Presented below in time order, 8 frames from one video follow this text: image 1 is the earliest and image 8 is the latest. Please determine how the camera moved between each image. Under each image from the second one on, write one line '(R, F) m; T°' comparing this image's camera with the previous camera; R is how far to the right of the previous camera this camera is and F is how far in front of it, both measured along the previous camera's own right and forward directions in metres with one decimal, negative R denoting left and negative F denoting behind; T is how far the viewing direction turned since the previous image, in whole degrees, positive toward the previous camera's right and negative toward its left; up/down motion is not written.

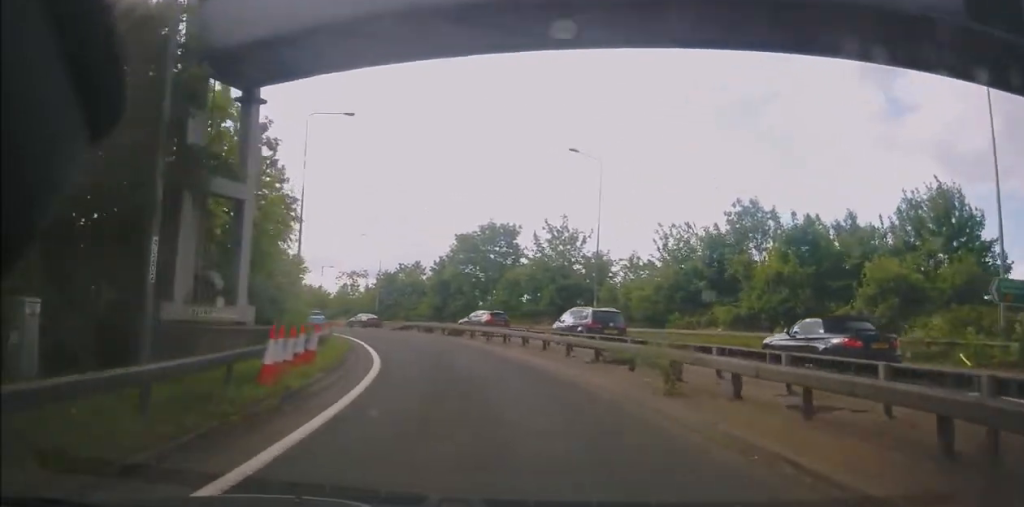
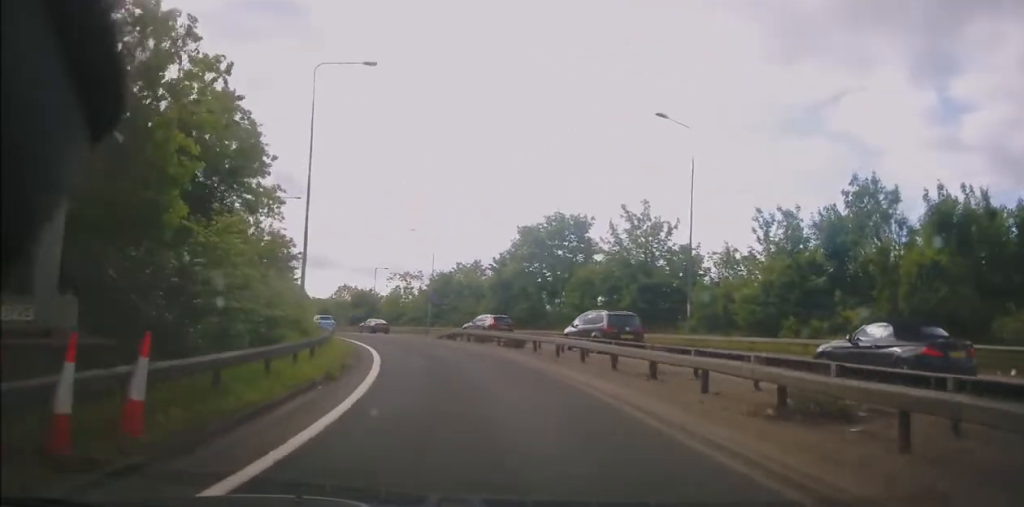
(0.0, +8.1) m; -5°
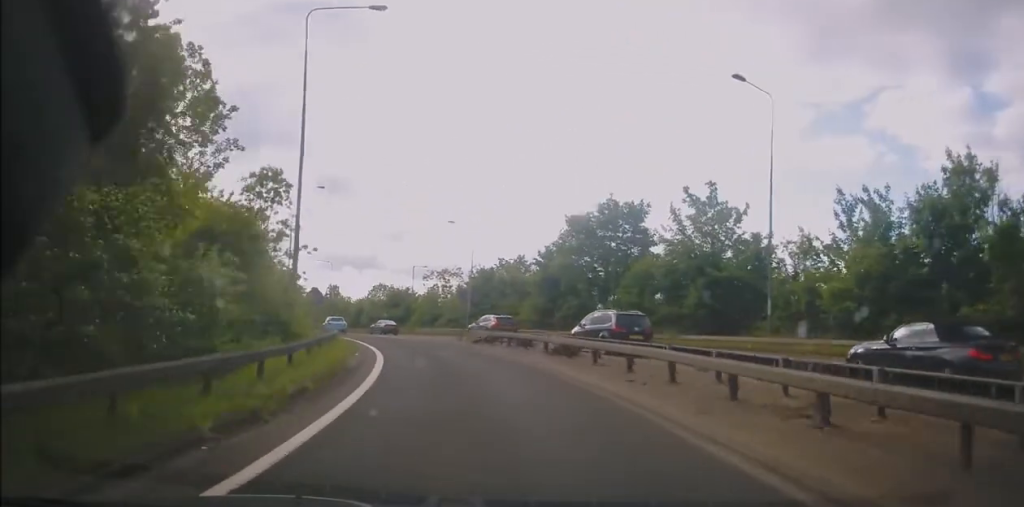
(-0.3, +5.5) m; -4°
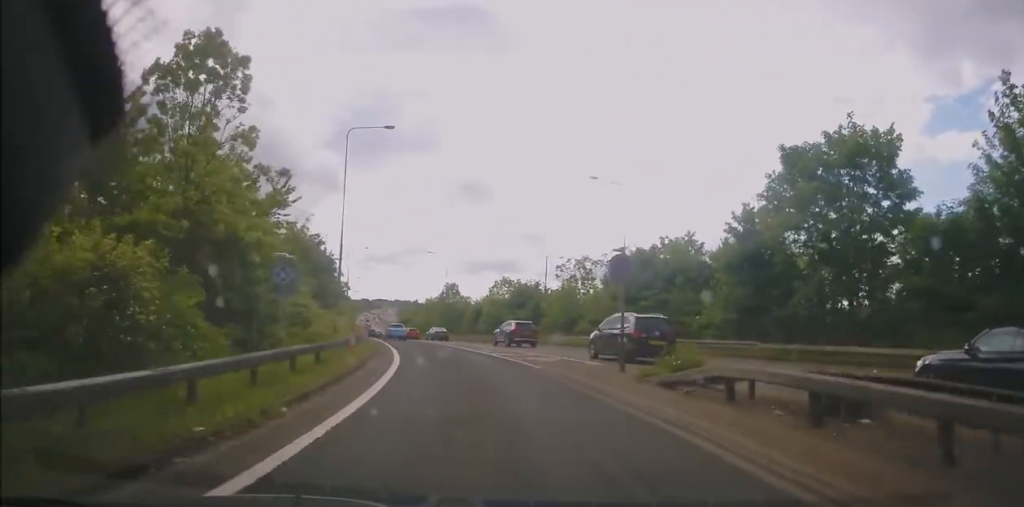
(-2.4, +18.0) m; -13°
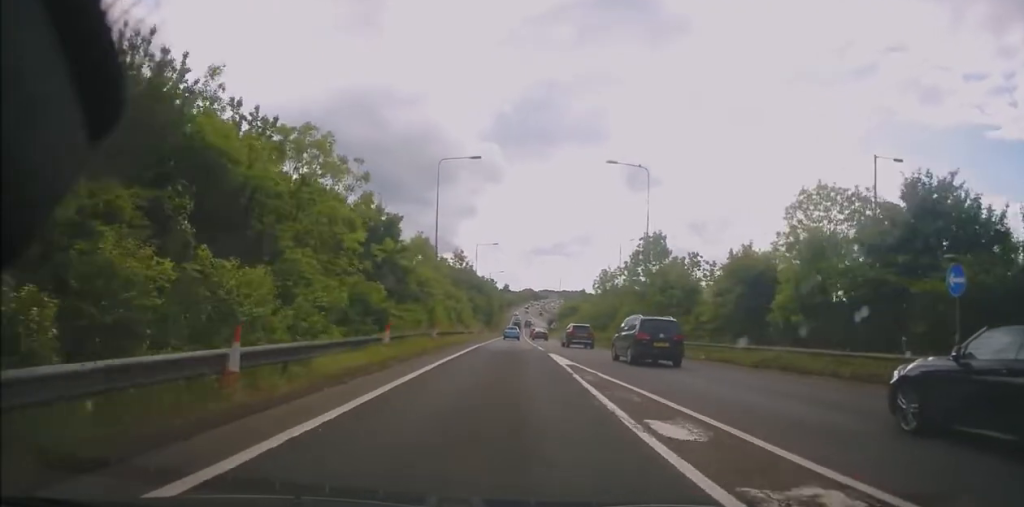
(-8.3, +42.7) m; -18°
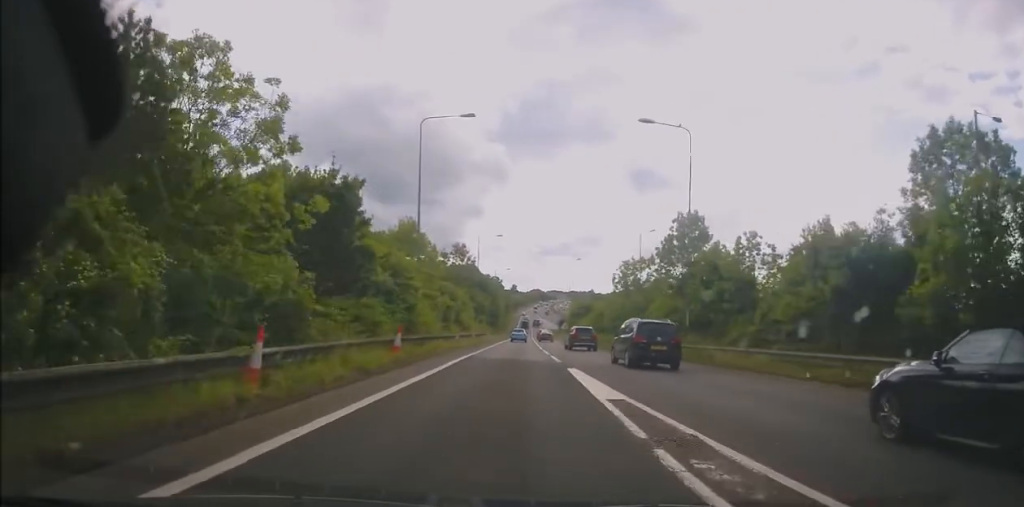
(-0.3, +8.5) m; -1°
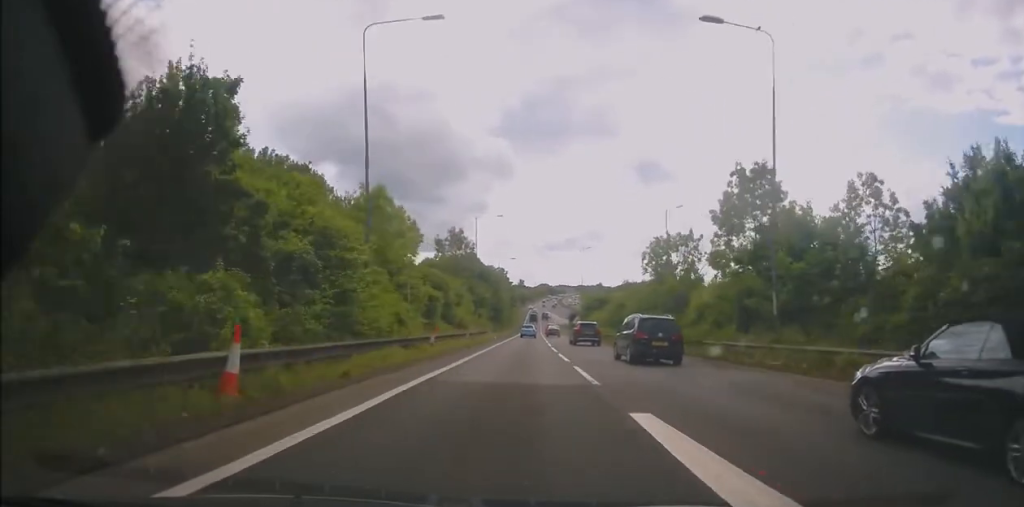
(-0.1, +10.2) m; -1°
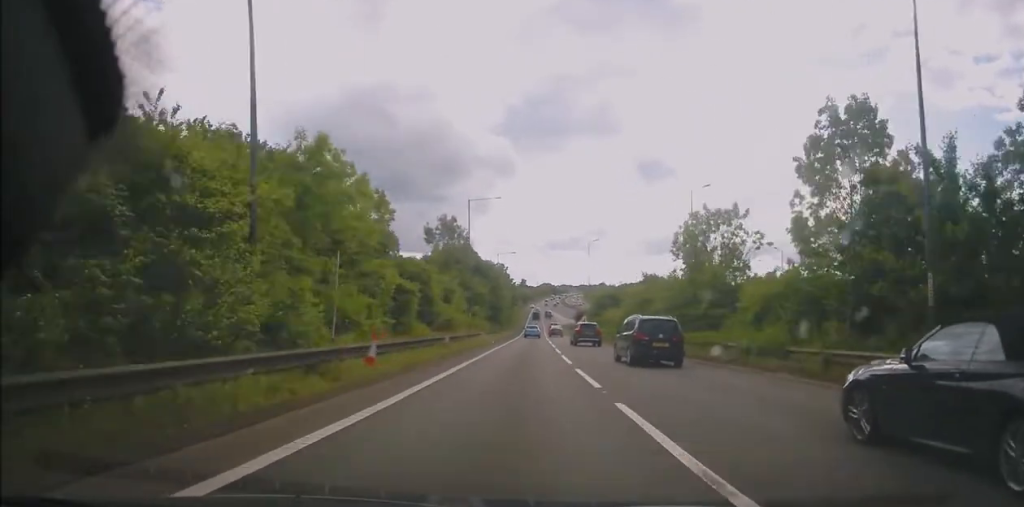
(0.0, +8.6) m; 0°
